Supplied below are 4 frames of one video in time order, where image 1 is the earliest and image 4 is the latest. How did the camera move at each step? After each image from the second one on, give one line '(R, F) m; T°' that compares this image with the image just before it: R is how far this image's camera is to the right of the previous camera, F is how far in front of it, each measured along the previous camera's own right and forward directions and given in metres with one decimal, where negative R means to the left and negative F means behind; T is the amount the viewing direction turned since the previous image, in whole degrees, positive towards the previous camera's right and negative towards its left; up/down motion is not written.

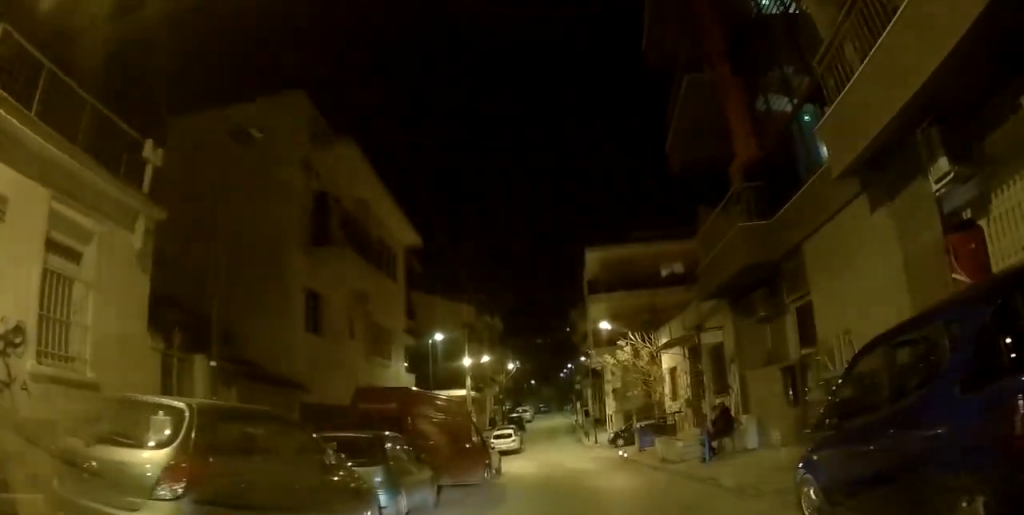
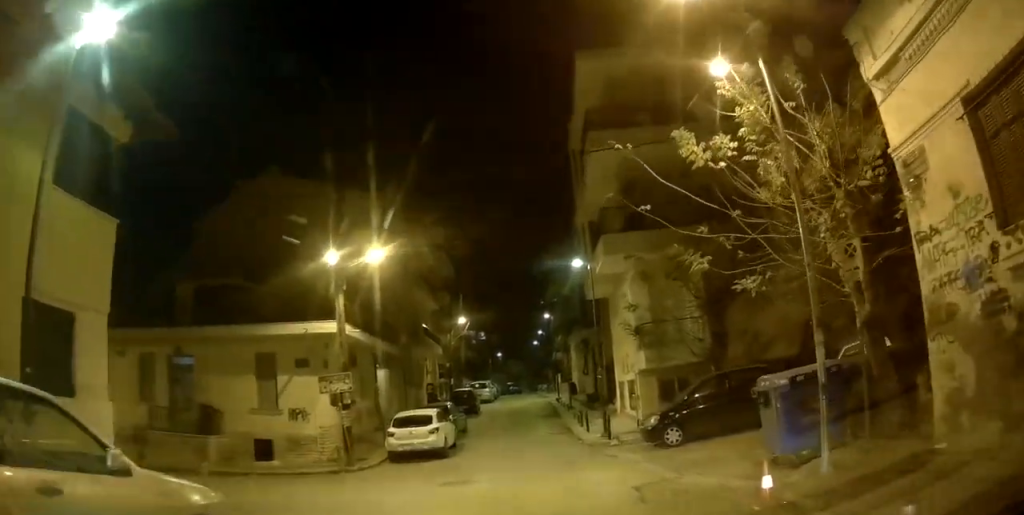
(+2.1, +16.8) m; +6°
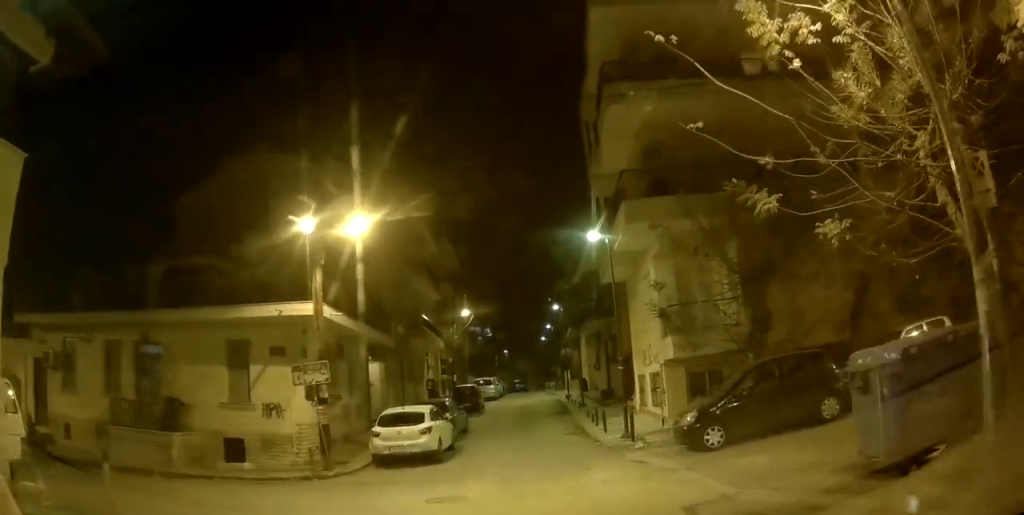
(0.0, +2.5) m; -4°
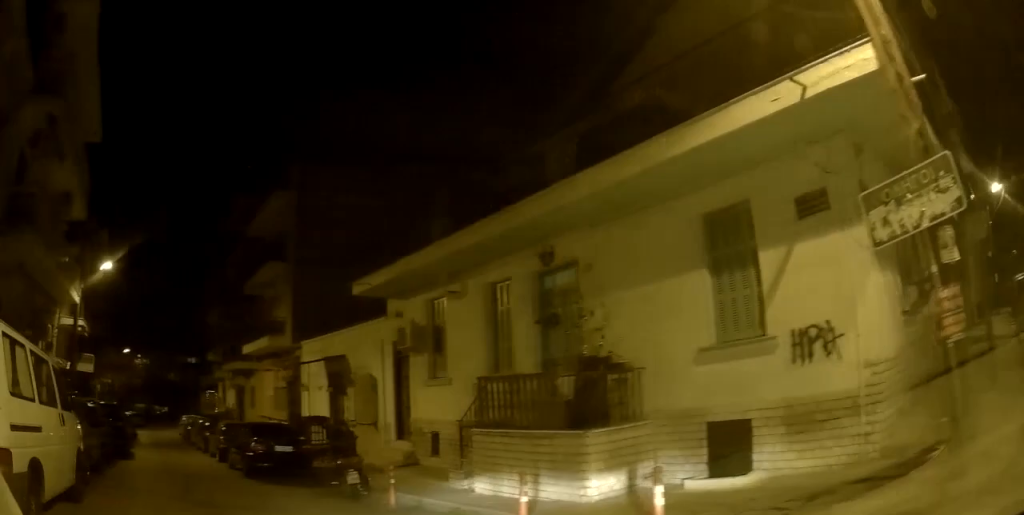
(-2.8, +7.8) m; -38°
